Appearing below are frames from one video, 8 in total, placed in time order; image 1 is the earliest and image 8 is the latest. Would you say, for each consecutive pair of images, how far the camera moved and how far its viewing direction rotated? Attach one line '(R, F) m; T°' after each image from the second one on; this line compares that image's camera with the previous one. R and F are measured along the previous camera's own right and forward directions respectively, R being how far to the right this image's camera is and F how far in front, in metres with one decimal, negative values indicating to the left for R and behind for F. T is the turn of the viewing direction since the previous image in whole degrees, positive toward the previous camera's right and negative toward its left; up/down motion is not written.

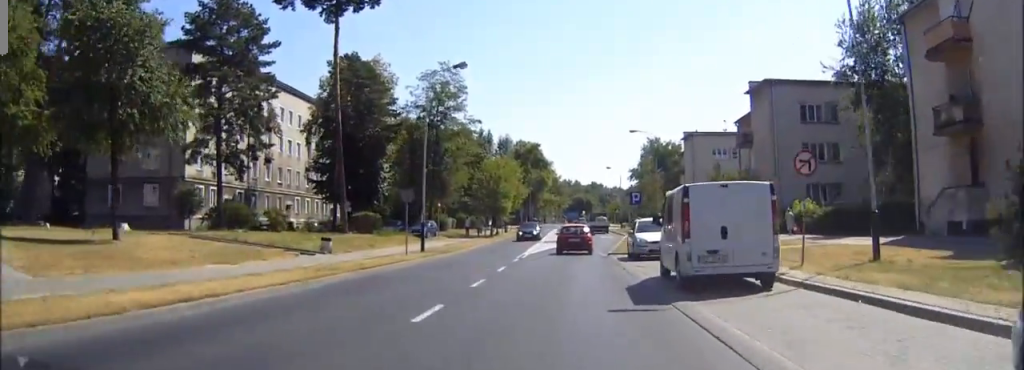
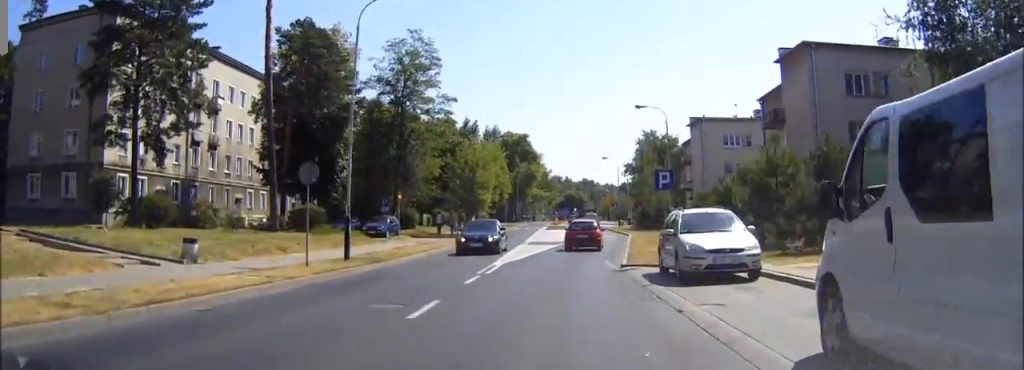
(+0.1, +11.3) m; +1°
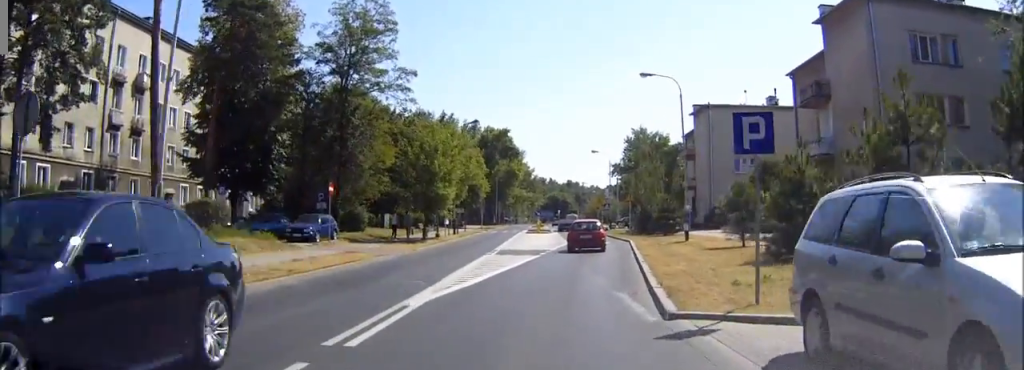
(+0.1, +11.4) m; +1°
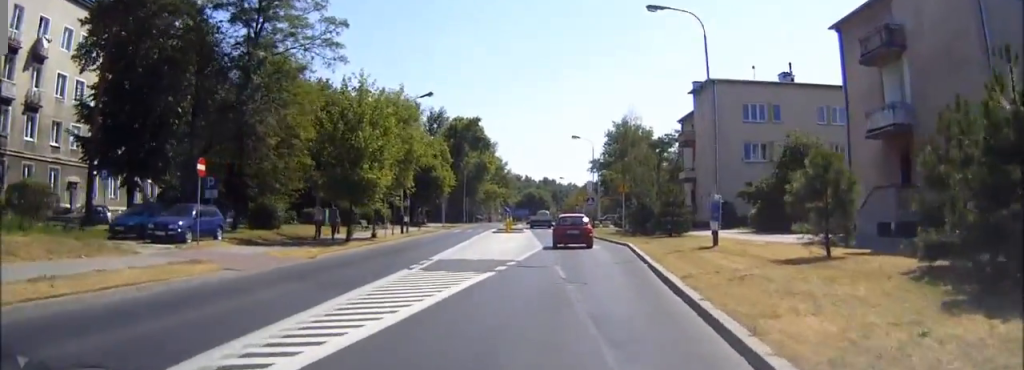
(+0.2, +11.9) m; +2°
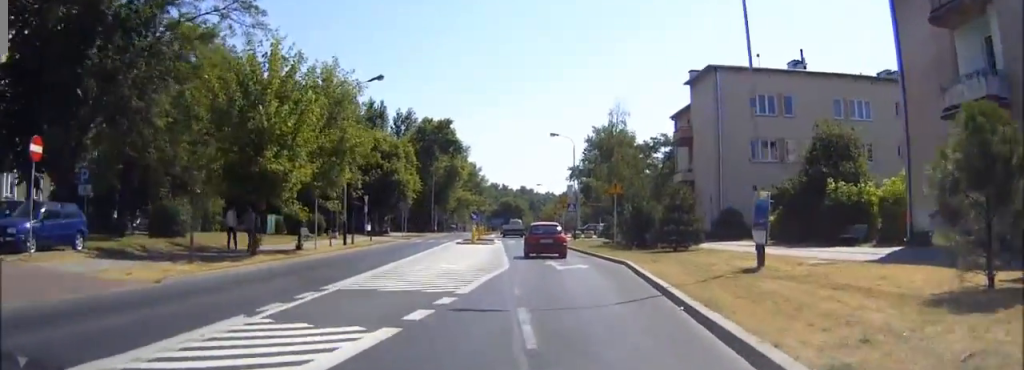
(+0.1, +8.3) m; +1°
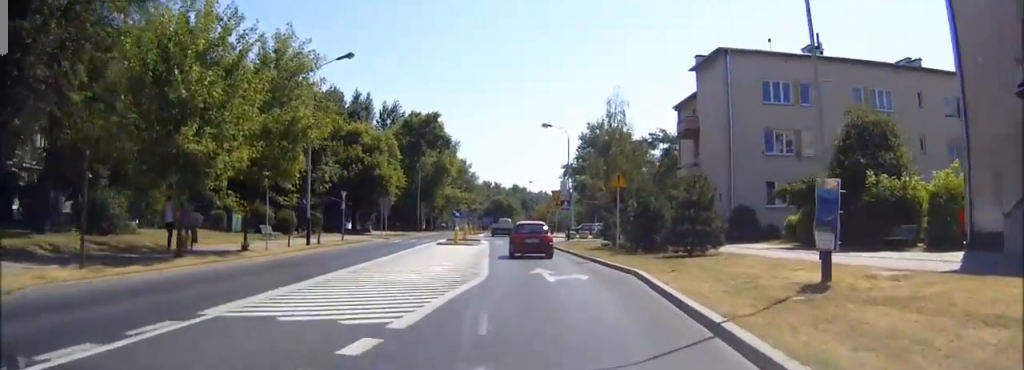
(0.0, +4.9) m; 0°
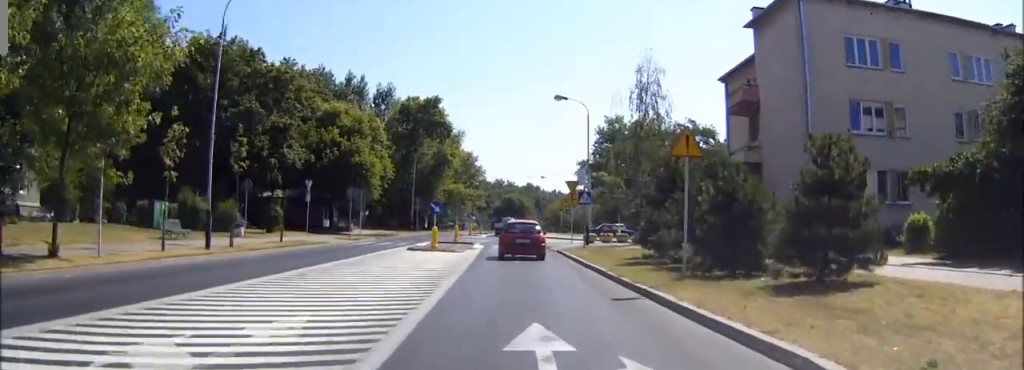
(0.0, +11.8) m; -1°
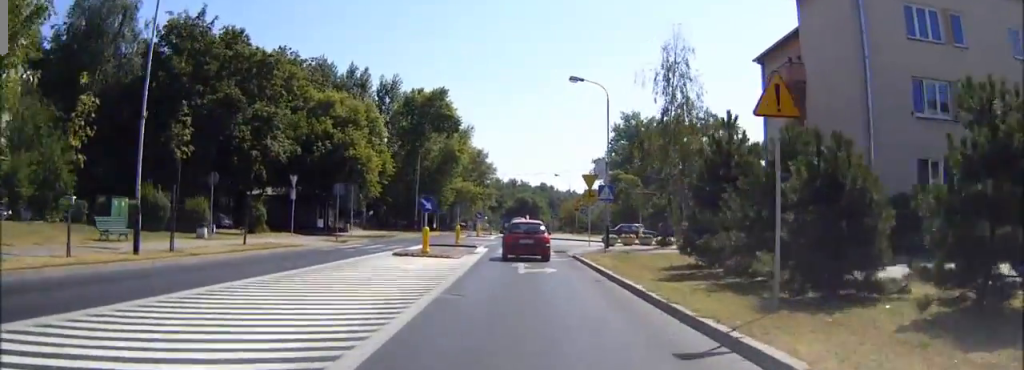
(0.0, +5.4) m; -1°
